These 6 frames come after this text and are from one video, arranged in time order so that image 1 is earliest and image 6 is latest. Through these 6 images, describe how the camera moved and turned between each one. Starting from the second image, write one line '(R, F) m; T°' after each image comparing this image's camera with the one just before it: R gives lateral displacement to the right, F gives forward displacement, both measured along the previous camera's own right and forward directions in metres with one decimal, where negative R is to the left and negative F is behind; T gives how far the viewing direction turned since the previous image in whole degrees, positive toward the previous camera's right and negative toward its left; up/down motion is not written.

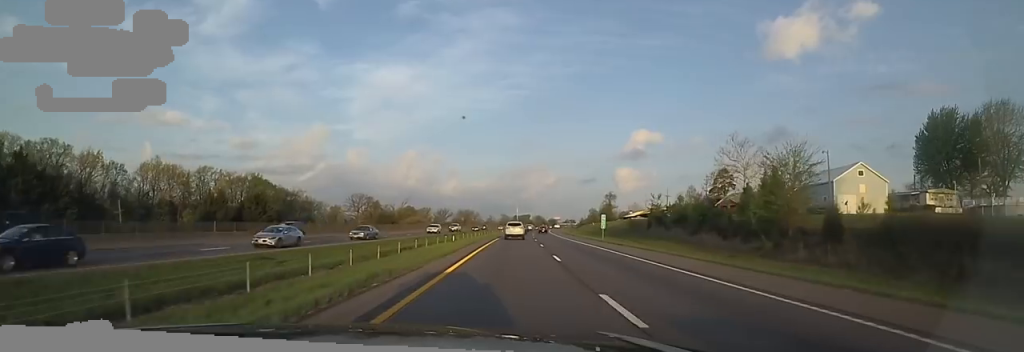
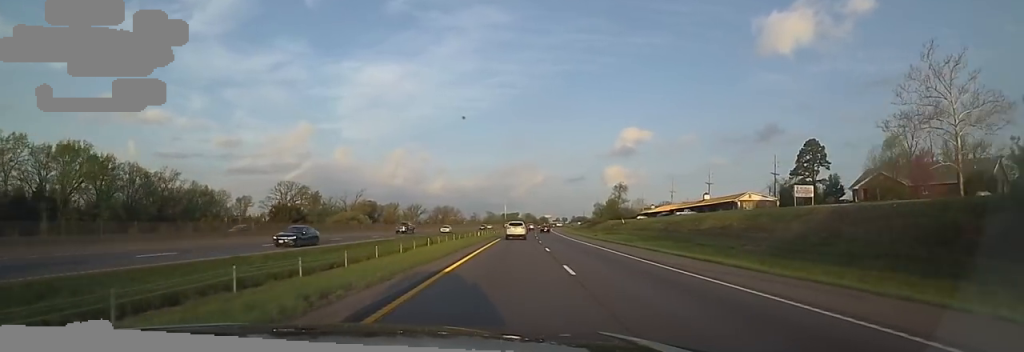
(-1.9, +56.2) m; -1°
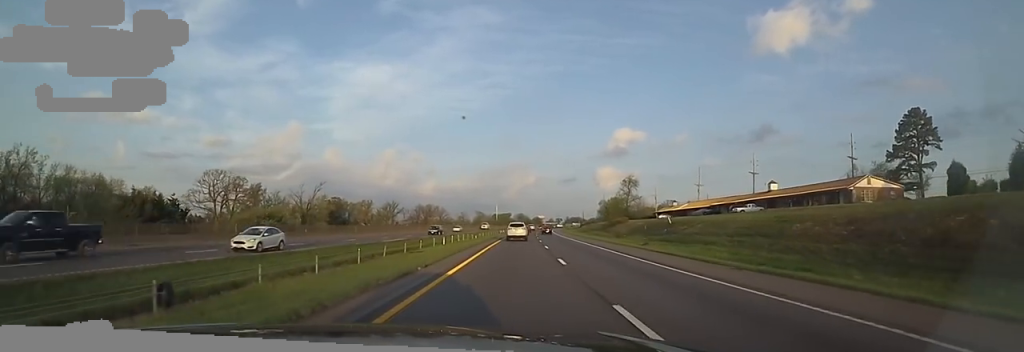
(+0.6, +33.6) m; +2°
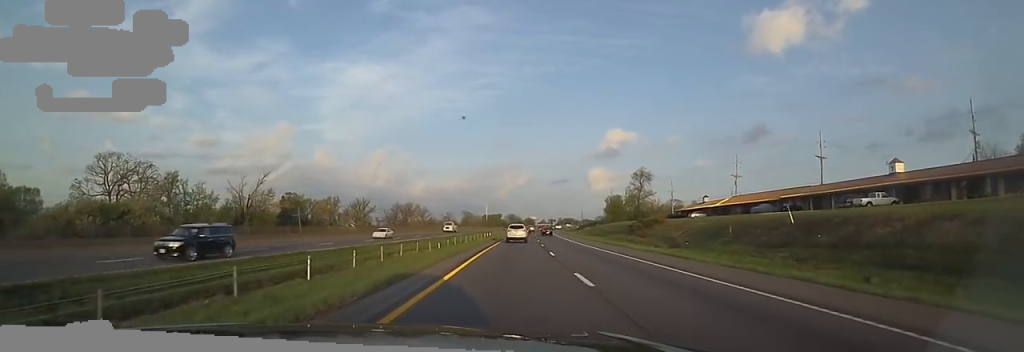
(+0.6, +30.4) m; +2°
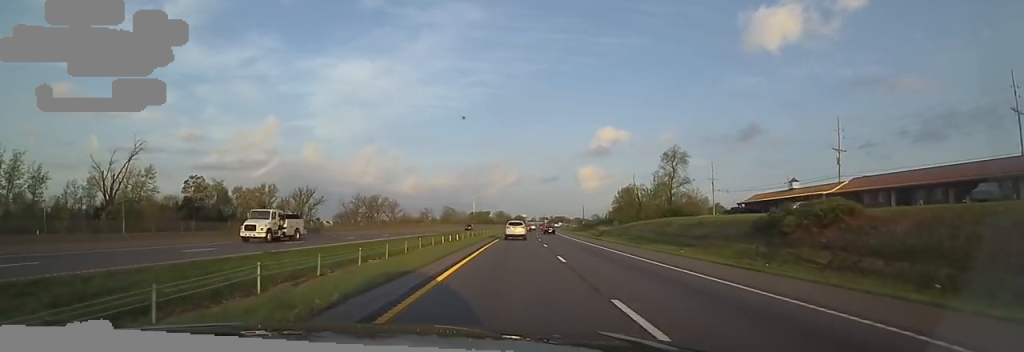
(+1.1, +41.1) m; +2°
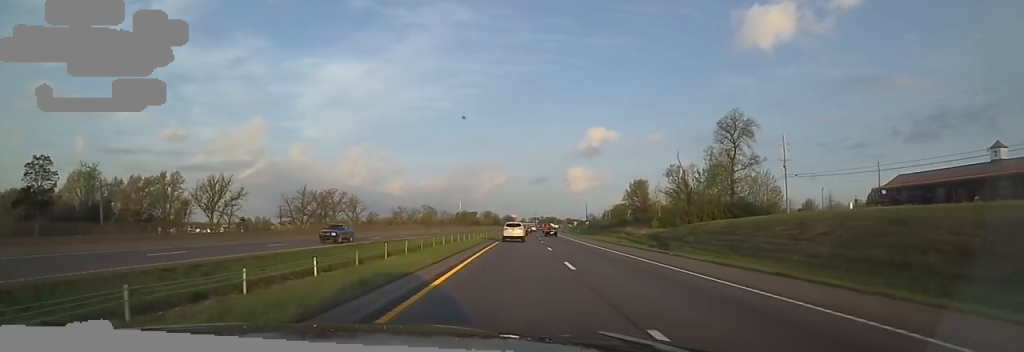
(-0.7, +38.6) m; -2°
